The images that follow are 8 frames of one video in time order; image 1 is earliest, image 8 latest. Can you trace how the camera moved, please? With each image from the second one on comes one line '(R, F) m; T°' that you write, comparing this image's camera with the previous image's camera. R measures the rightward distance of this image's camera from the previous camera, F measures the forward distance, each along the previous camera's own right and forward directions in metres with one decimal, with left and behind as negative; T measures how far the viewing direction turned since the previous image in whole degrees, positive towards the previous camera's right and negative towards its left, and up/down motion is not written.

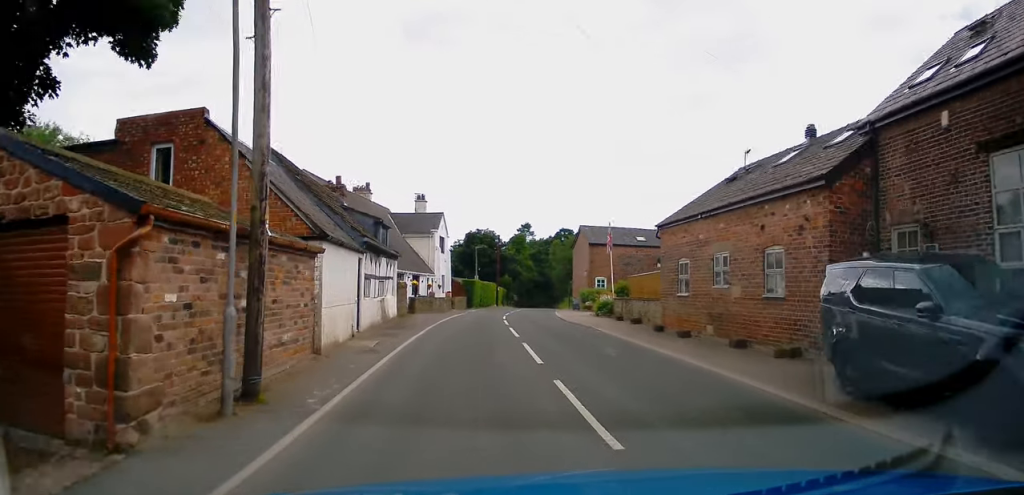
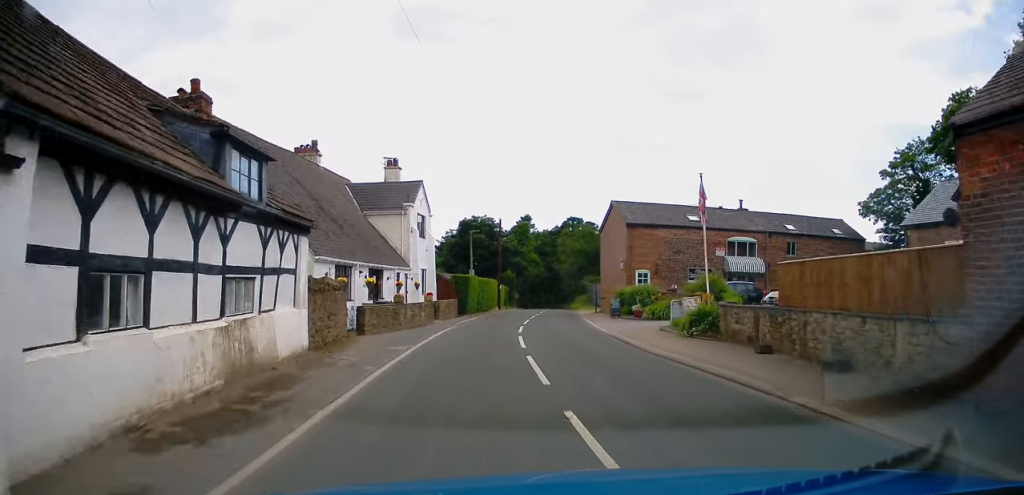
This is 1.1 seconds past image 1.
(-0.3, +13.6) m; -1°
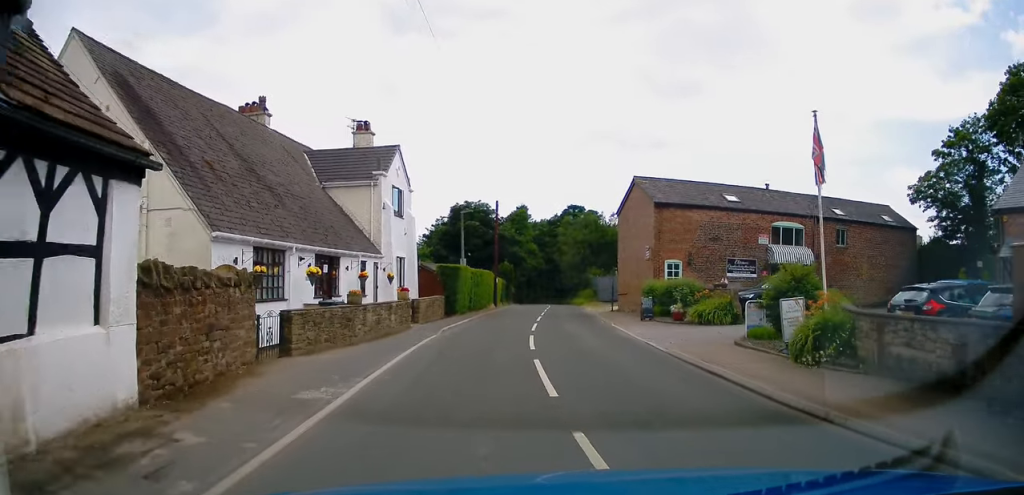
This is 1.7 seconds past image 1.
(-0.5, +7.2) m; +1°
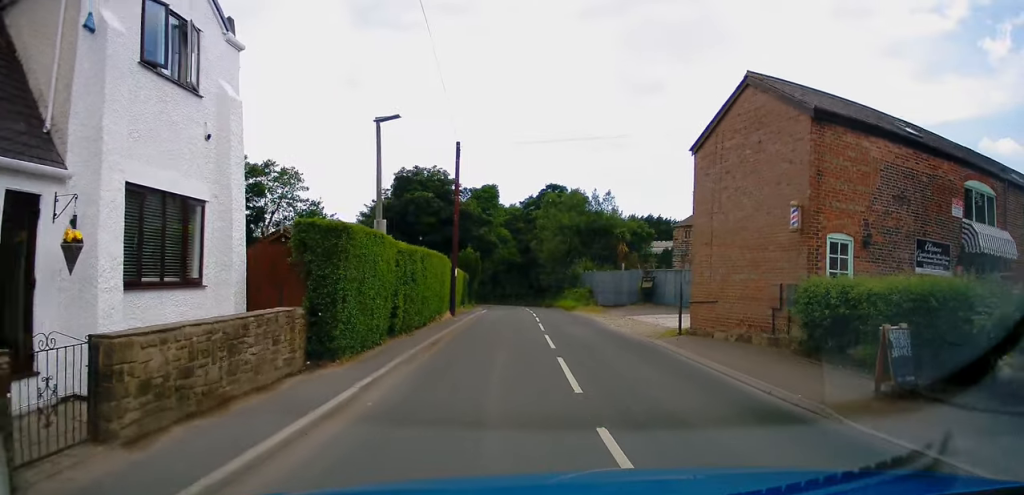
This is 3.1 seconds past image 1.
(+1.5, +17.1) m; +5°
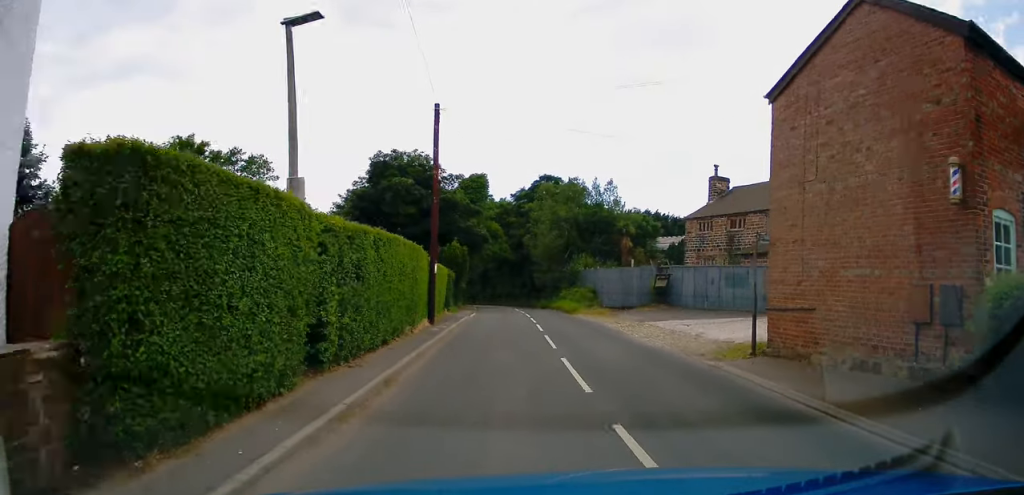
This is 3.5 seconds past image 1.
(0.0, +5.5) m; 0°
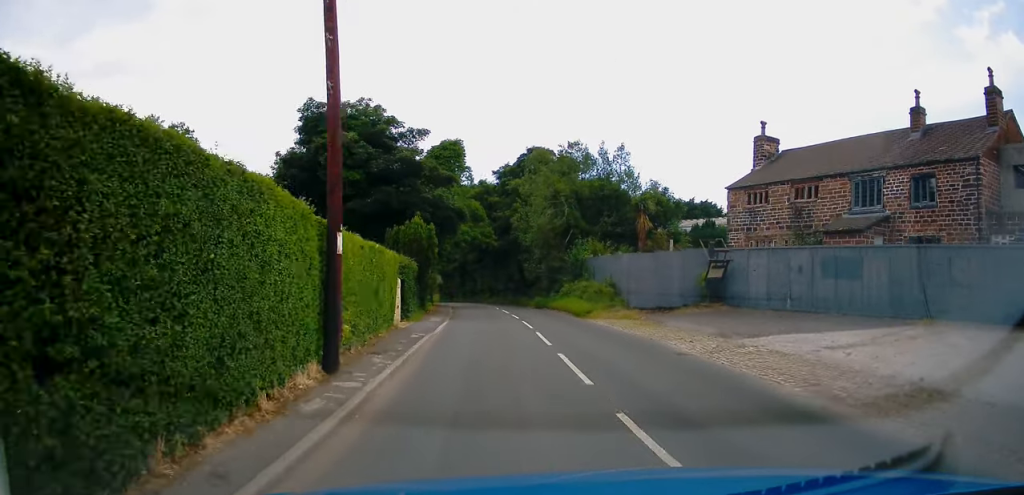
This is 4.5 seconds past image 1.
(0.0, +11.6) m; 0°
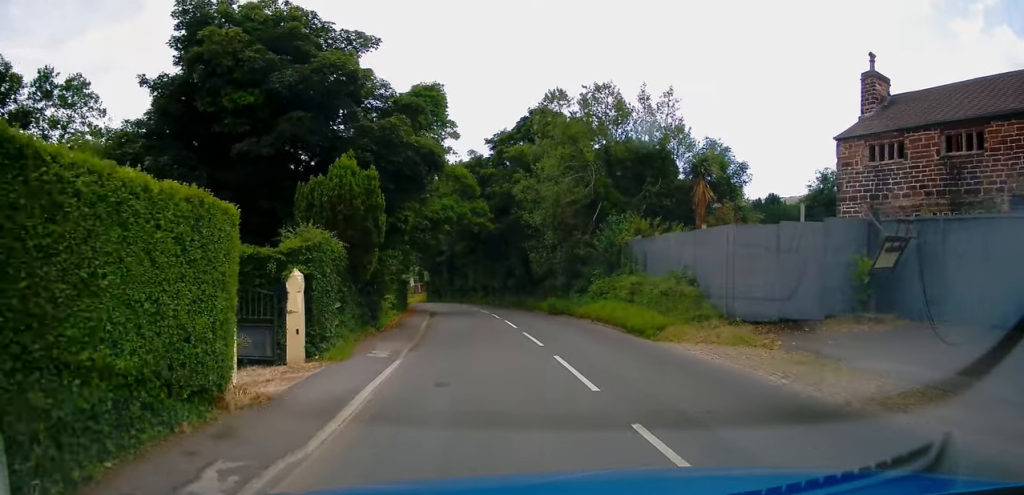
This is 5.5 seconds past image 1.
(0.0, +12.0) m; +2°
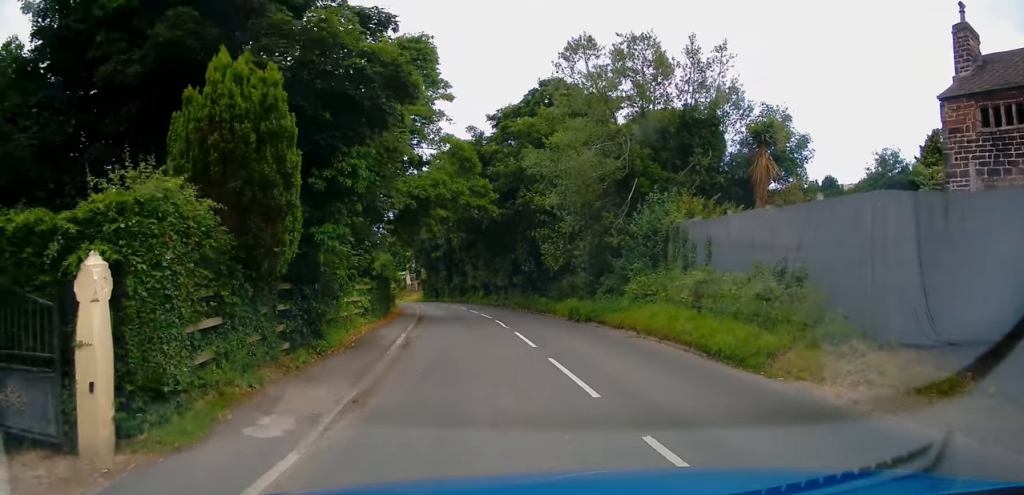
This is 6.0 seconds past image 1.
(+0.1, +6.3) m; +1°
